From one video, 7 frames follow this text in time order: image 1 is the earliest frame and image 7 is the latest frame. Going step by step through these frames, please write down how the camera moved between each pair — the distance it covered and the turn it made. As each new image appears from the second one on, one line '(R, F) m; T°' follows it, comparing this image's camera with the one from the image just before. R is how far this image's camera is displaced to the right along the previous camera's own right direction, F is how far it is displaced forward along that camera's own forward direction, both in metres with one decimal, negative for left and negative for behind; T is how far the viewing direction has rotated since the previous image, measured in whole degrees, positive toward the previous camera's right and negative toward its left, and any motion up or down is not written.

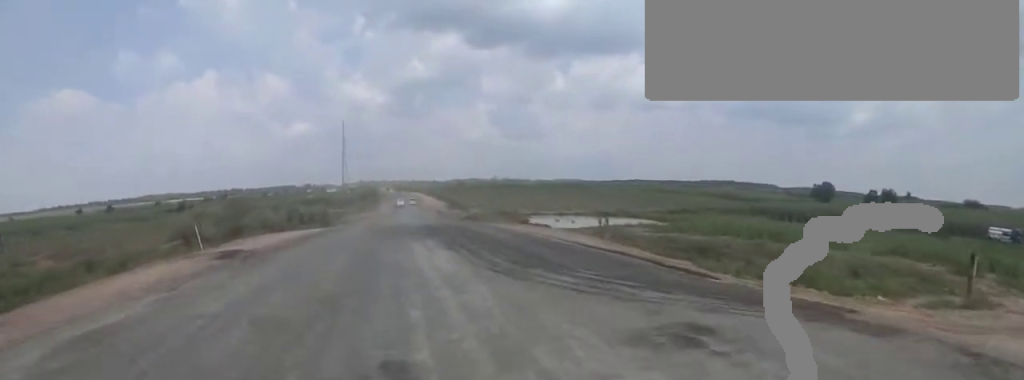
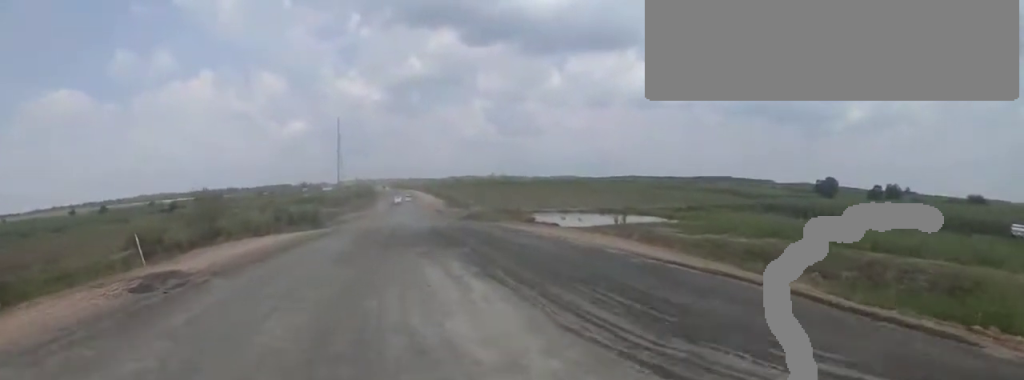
(0.0, +4.6) m; 0°
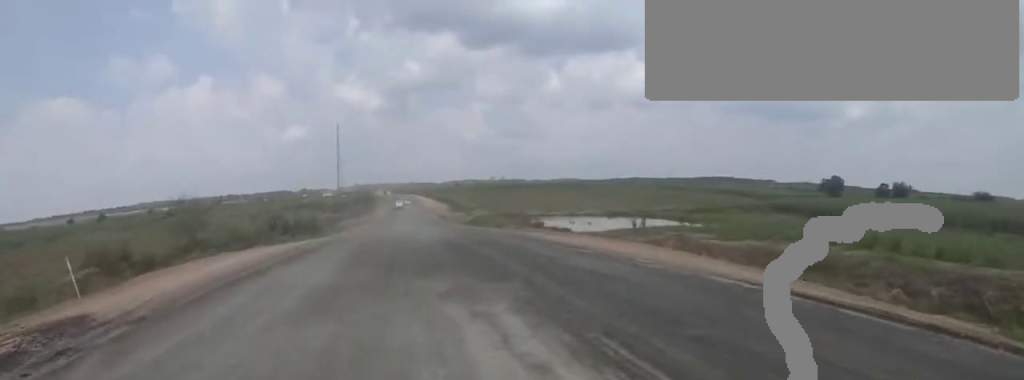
(0.0, +3.5) m; 0°
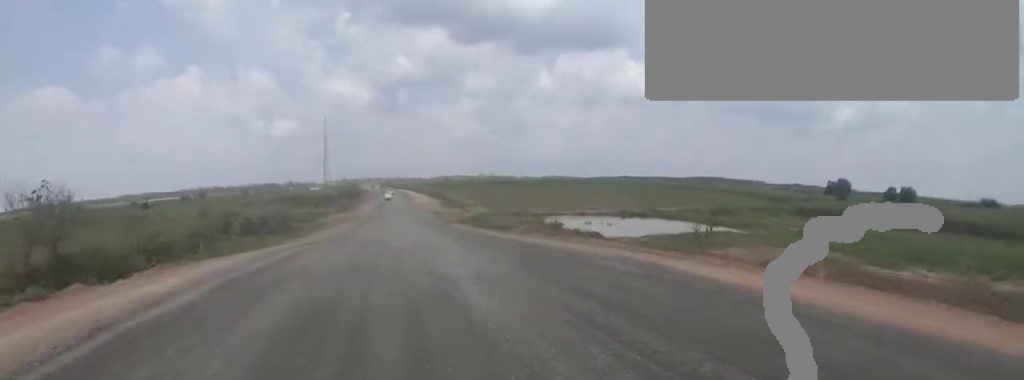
(+0.1, +11.3) m; +2°
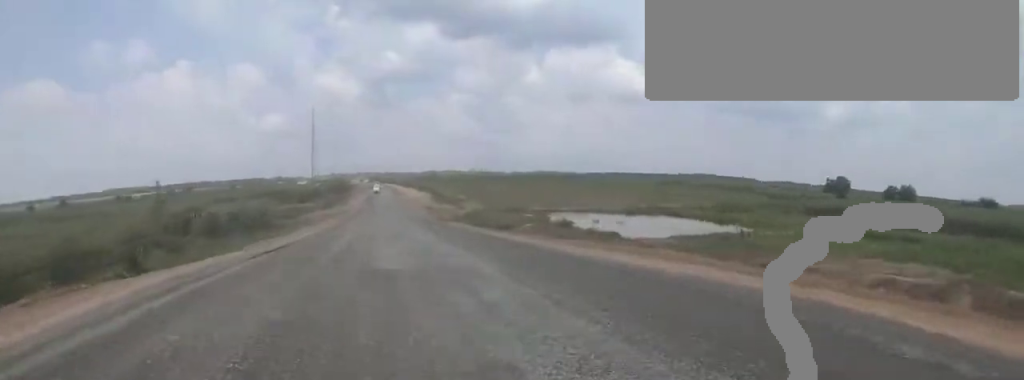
(+0.1, +6.3) m; +1°
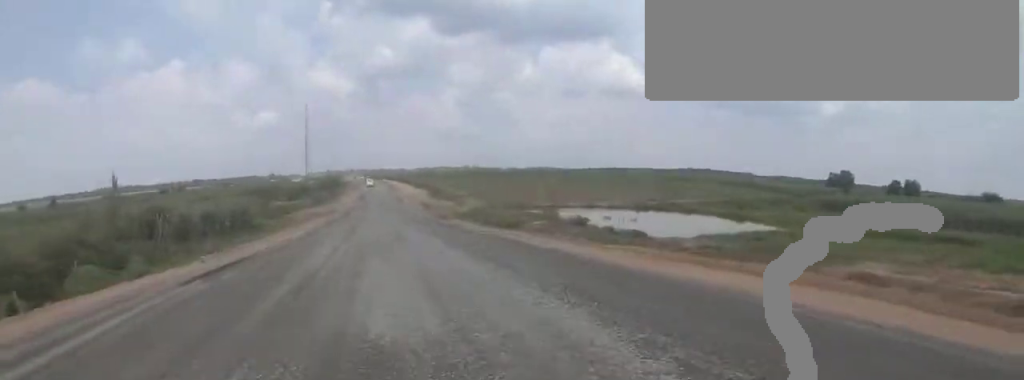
(+0.1, +4.9) m; 0°
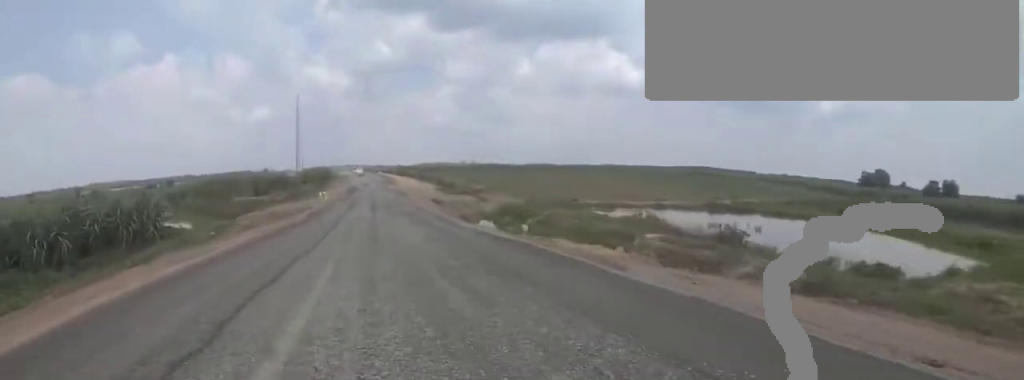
(-1.4, +21.8) m; -5°
